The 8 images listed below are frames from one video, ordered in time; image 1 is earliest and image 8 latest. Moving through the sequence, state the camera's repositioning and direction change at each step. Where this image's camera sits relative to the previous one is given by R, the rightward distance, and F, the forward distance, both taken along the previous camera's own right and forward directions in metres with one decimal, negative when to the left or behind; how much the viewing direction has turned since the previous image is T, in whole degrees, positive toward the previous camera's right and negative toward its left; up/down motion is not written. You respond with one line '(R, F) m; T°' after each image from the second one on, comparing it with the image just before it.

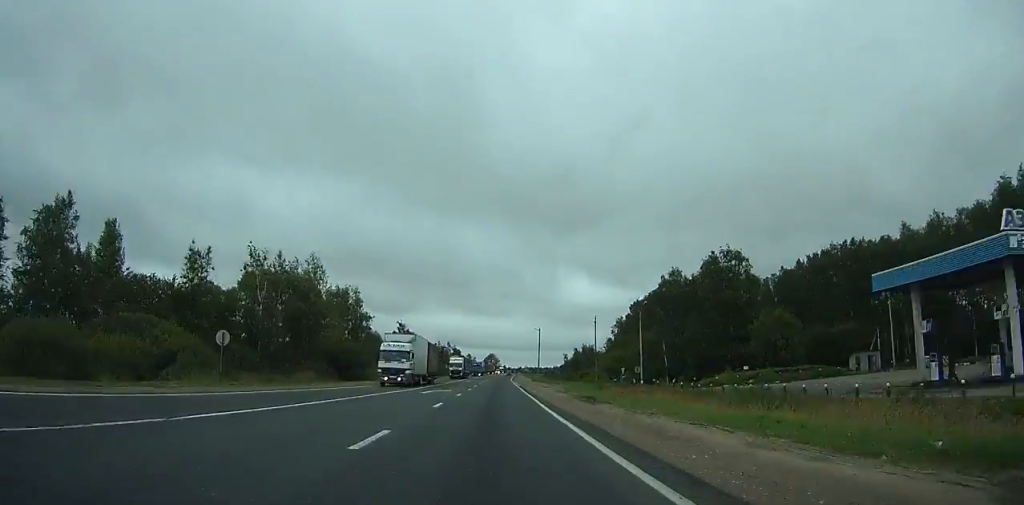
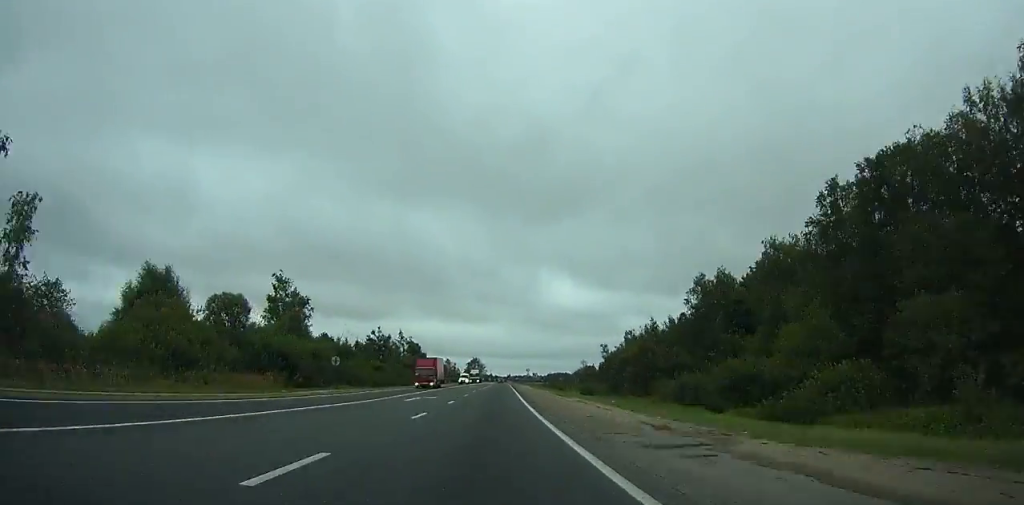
(+0.9, +96.7) m; +1°
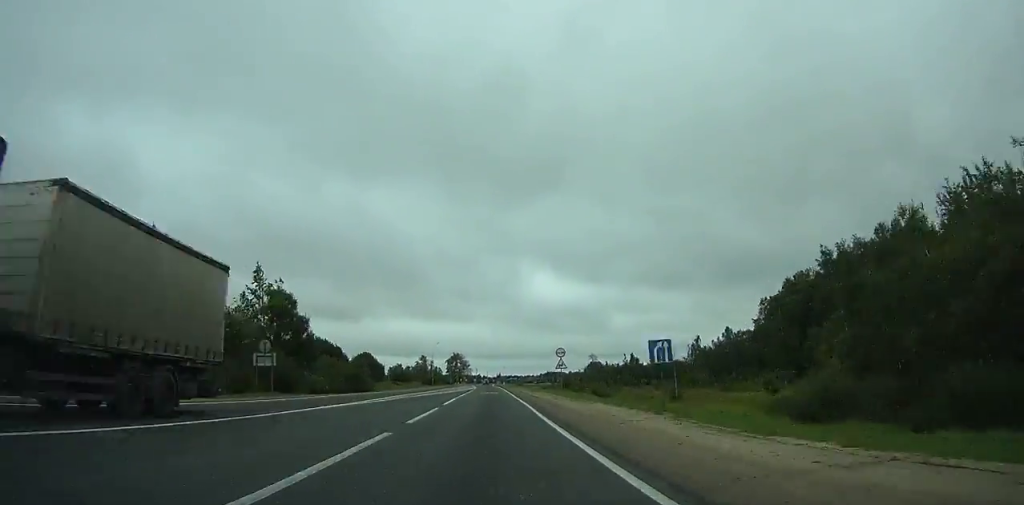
(+1.1, +89.3) m; +1°
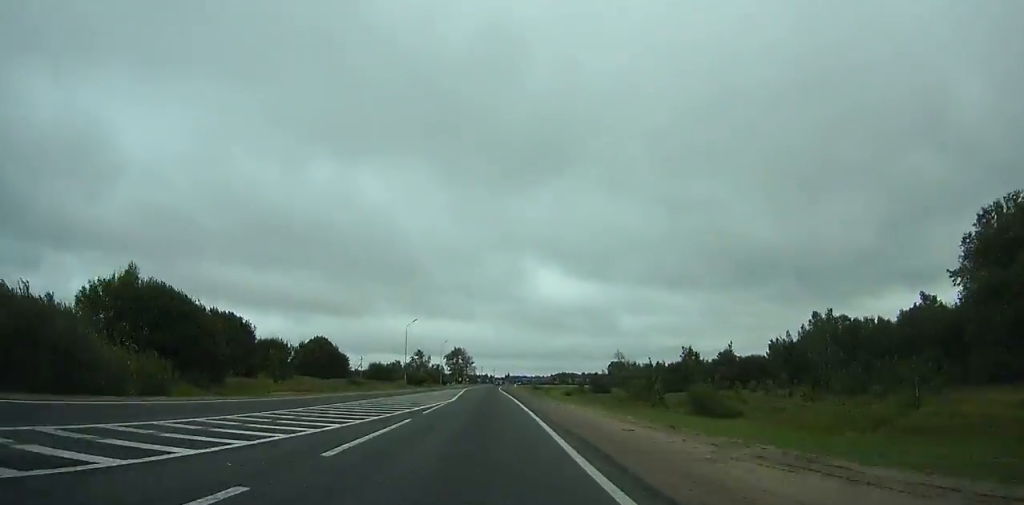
(-0.2, +53.7) m; 0°
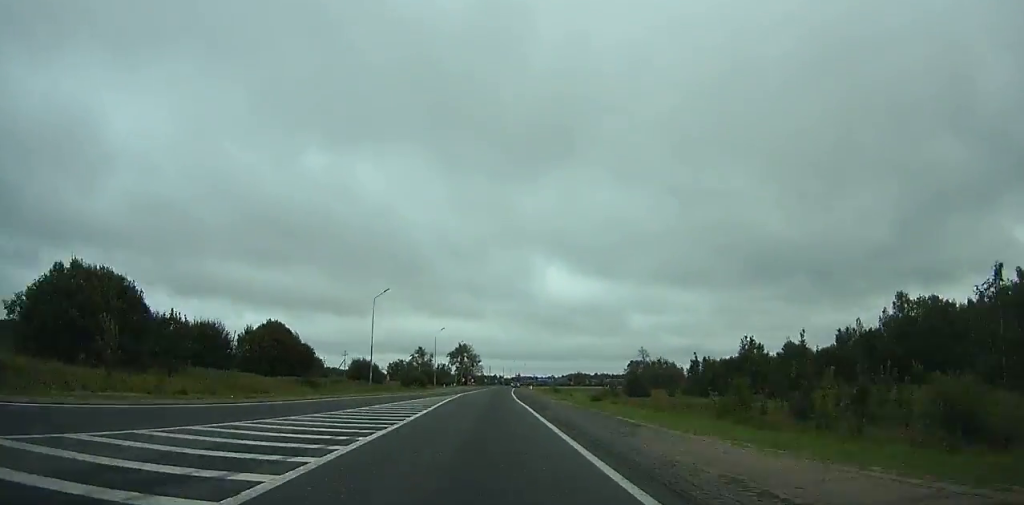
(0.0, +31.7) m; 0°
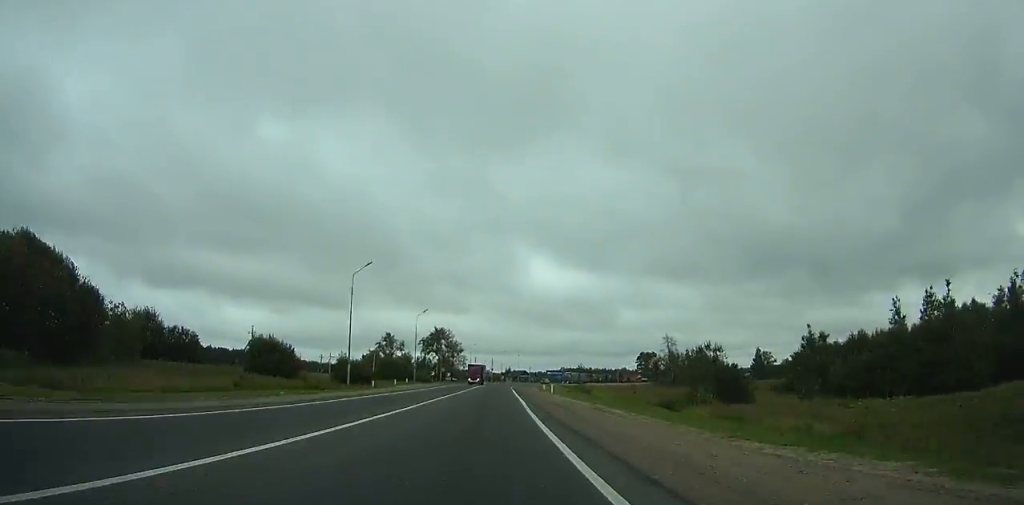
(-0.1, +56.5) m; 0°
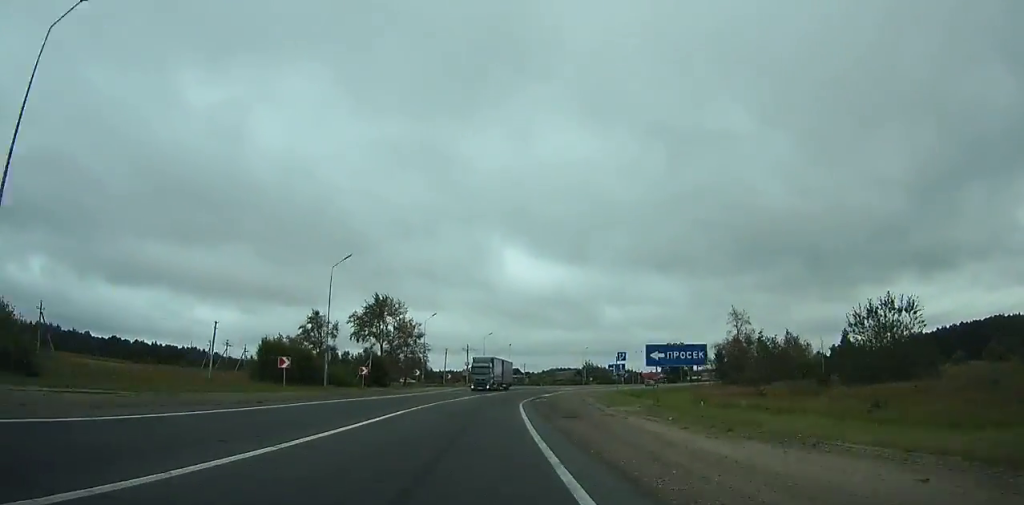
(+0.6, +81.1) m; +3°
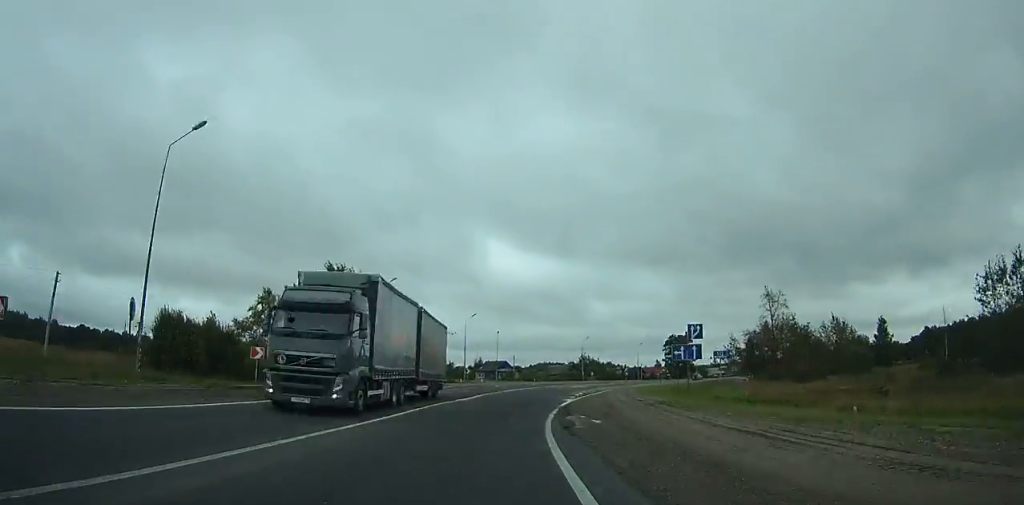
(-0.6, +27.4) m; +2°
